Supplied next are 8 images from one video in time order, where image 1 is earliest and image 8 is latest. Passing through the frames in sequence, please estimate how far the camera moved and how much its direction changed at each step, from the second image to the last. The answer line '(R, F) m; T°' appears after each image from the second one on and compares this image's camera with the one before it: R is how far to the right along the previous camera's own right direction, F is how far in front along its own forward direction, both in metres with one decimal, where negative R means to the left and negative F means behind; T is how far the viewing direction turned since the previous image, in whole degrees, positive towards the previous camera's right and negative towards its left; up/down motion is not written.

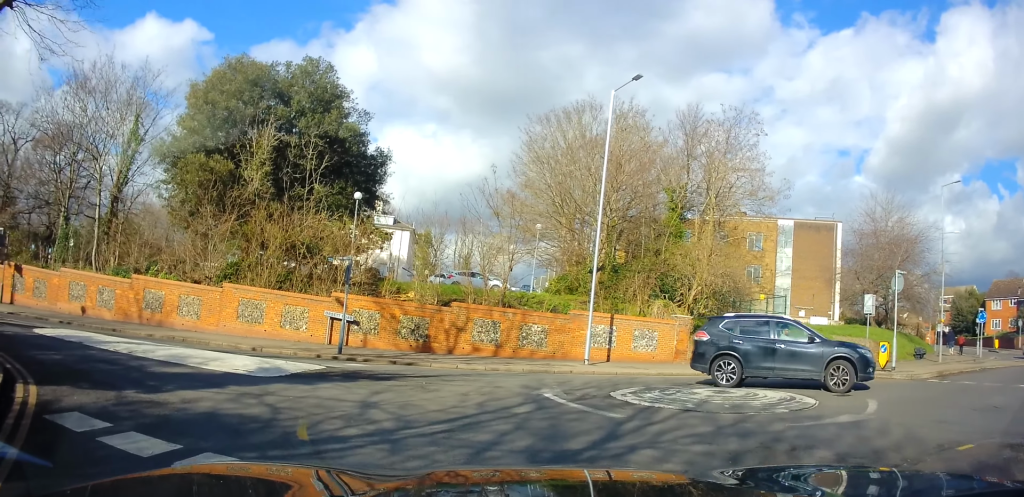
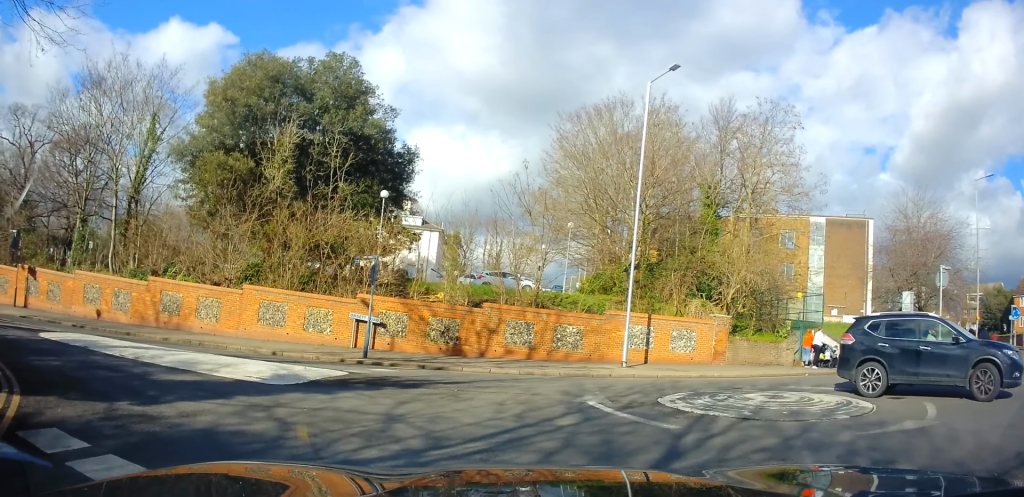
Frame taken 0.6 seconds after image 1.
(-0.1, +0.9) m; -4°
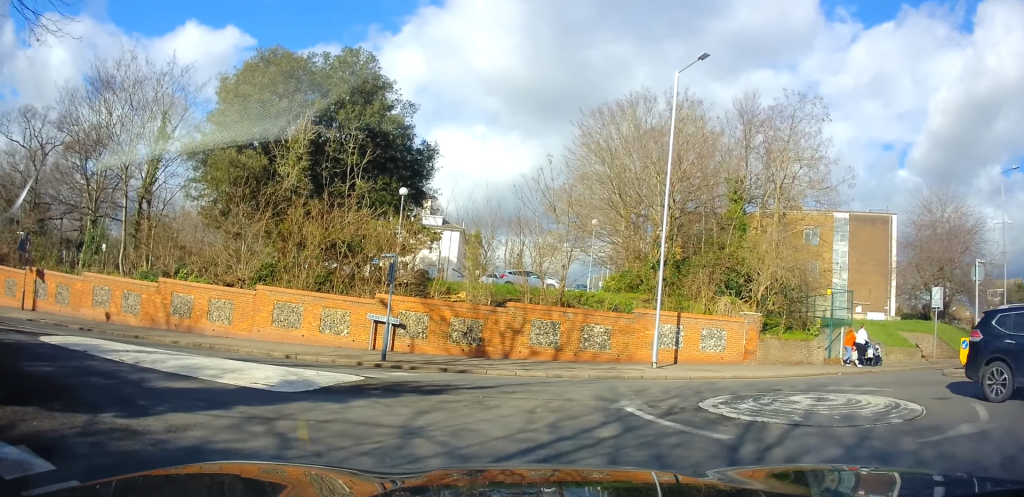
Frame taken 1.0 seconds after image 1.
(0.0, +0.8) m; 0°
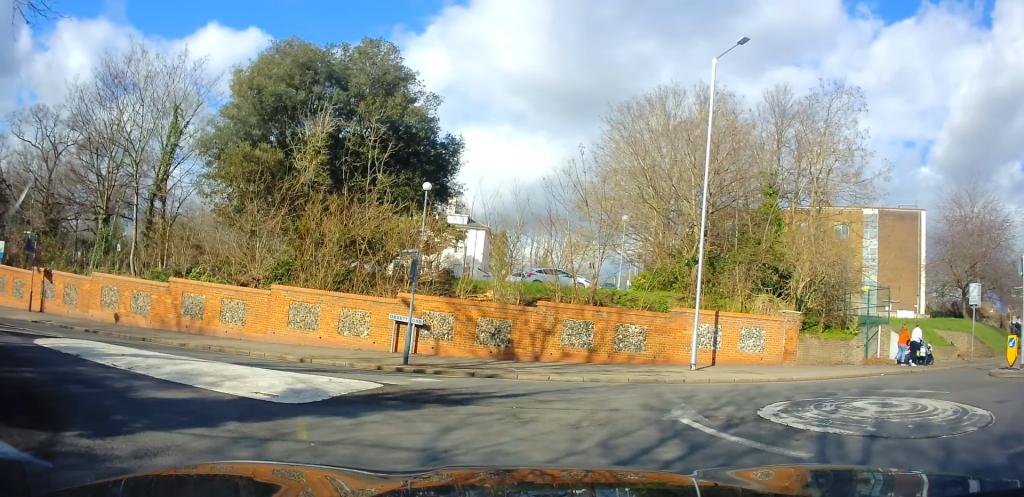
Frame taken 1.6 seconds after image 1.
(0.0, +1.1) m; +1°
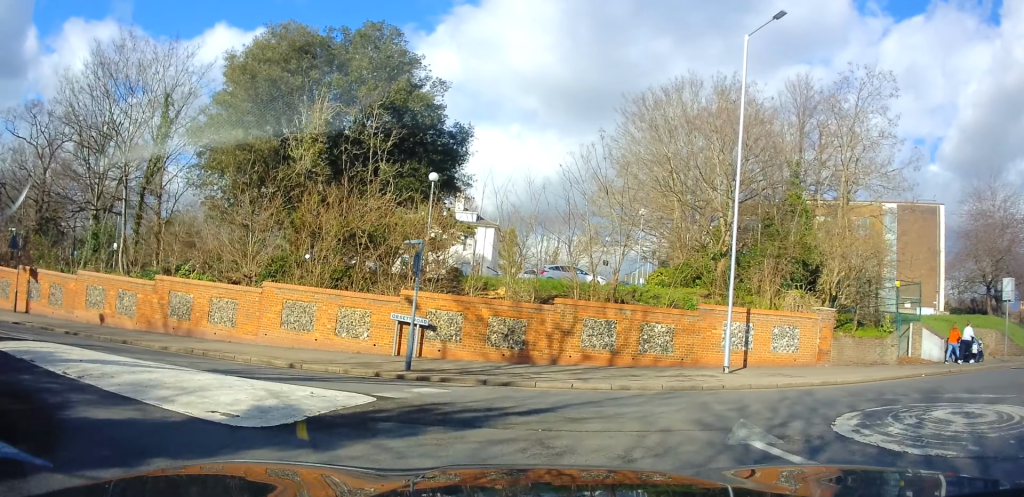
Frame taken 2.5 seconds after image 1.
(0.0, +1.6) m; +4°
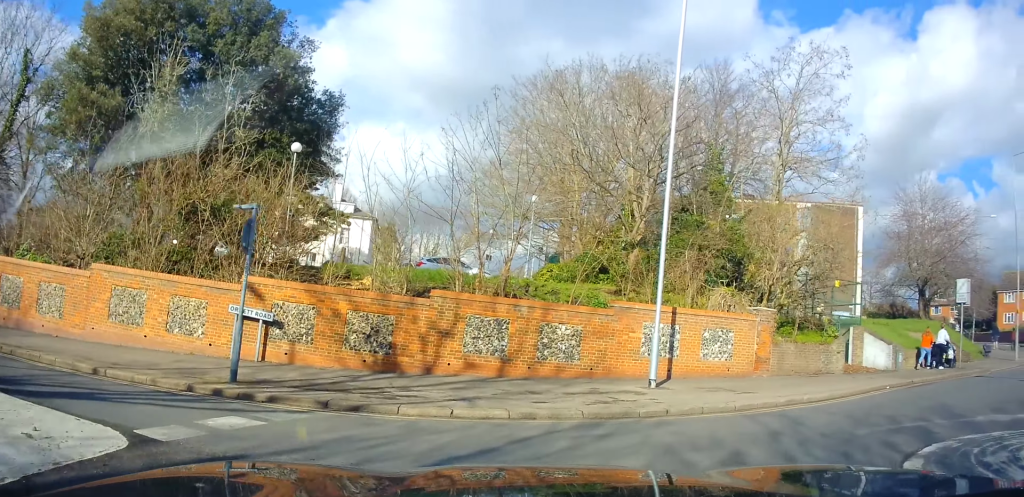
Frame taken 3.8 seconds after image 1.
(+0.5, +3.6) m; +20°
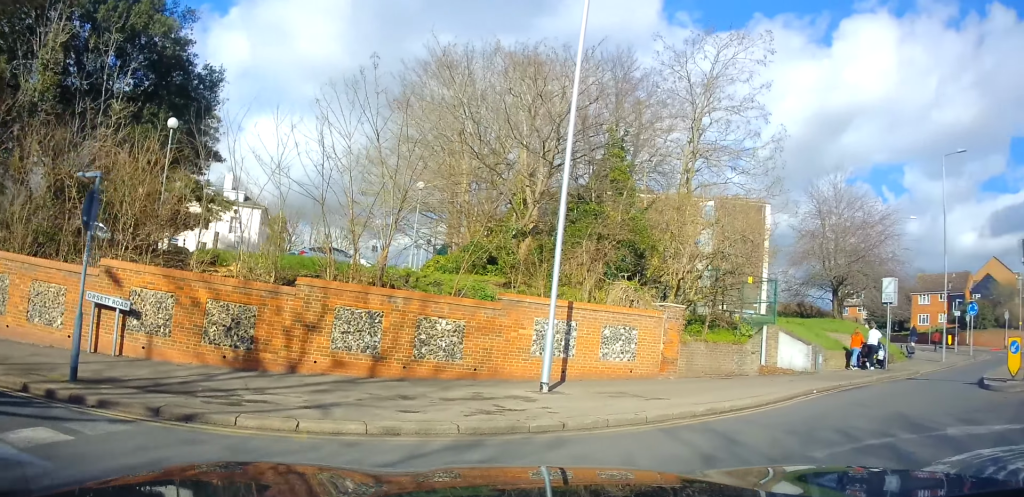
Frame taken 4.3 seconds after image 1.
(+0.1, +1.6) m; +12°
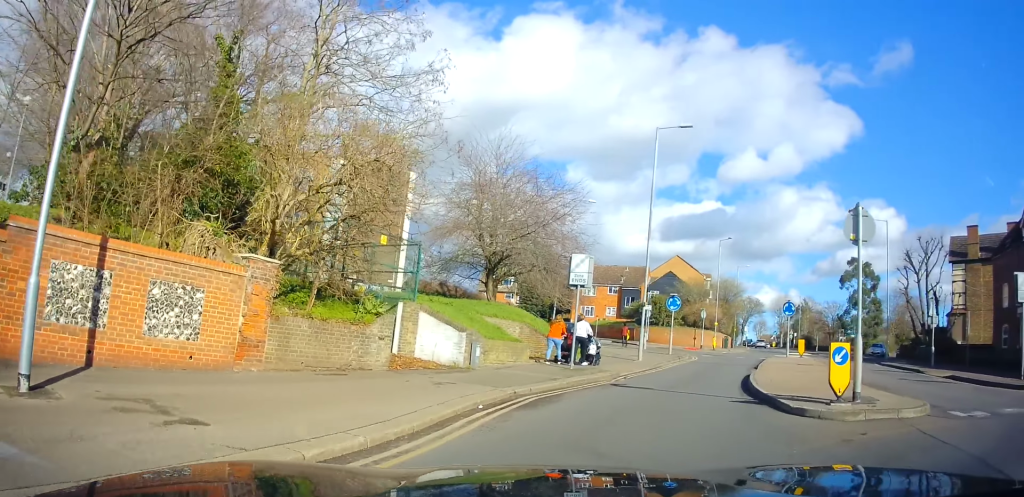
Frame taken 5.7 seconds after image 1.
(+1.6, +4.8) m; +29°
